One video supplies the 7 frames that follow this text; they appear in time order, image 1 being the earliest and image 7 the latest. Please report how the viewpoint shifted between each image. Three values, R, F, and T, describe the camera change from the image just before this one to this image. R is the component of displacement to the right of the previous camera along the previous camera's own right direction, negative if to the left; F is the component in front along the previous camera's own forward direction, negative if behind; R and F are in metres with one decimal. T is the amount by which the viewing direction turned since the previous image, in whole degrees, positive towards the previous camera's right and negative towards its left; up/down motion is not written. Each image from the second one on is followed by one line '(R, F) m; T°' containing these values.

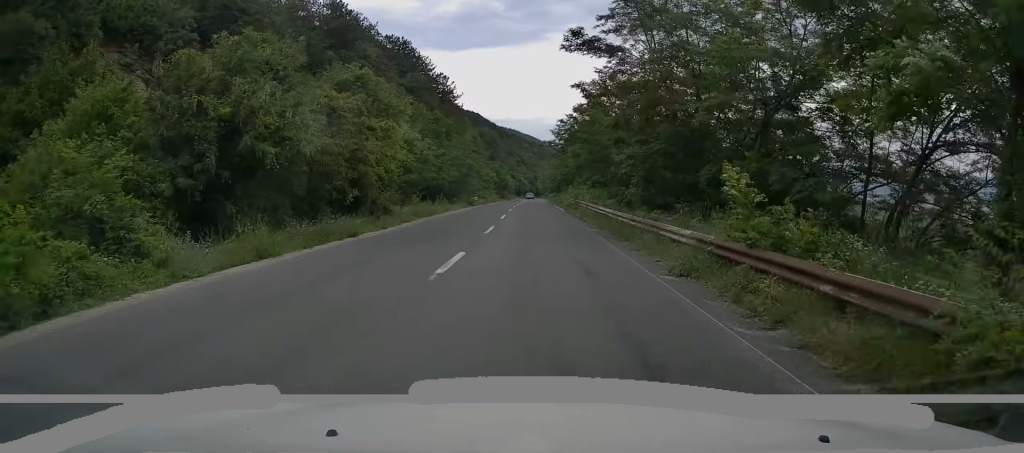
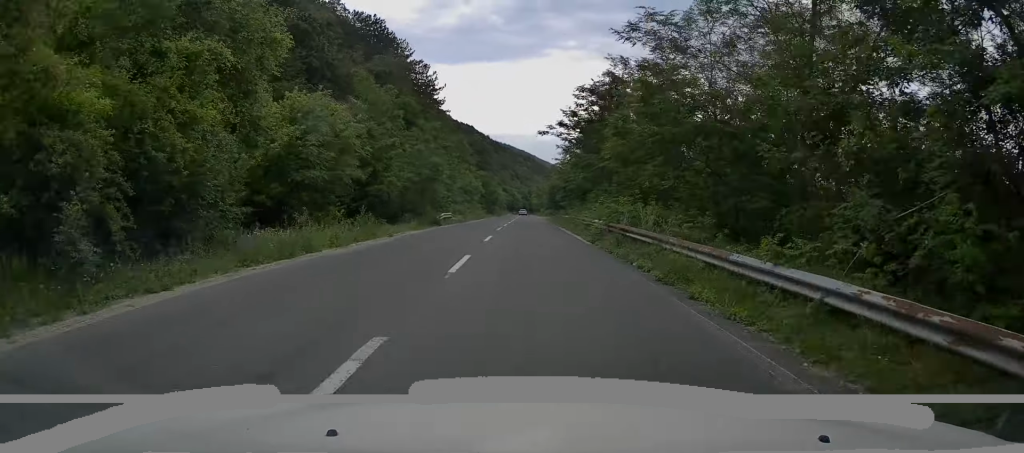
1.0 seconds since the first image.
(-0.3, +16.4) m; 0°
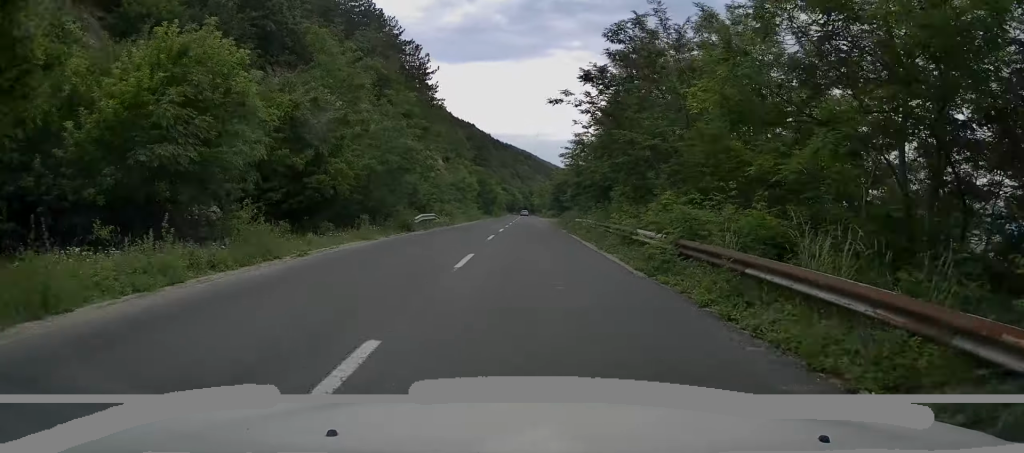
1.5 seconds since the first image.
(+0.2, +8.5) m; 0°
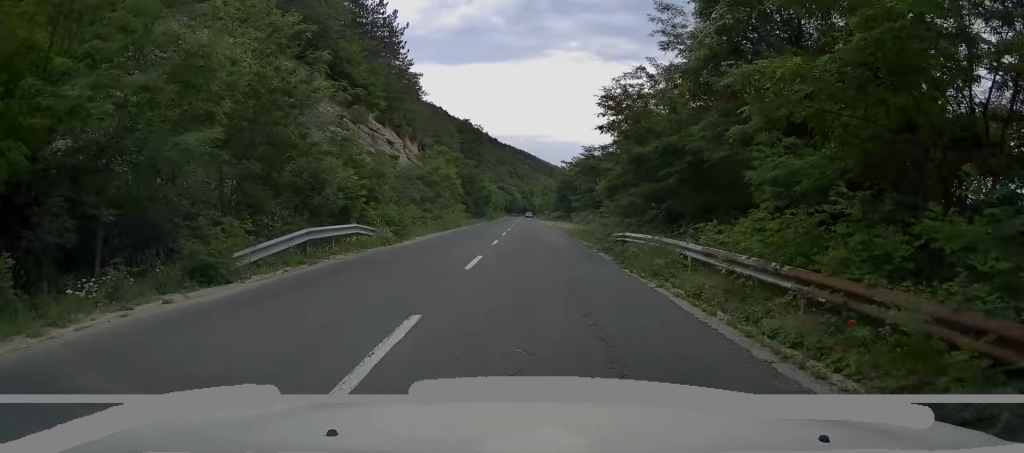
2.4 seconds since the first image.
(-0.2, +16.4) m; 0°
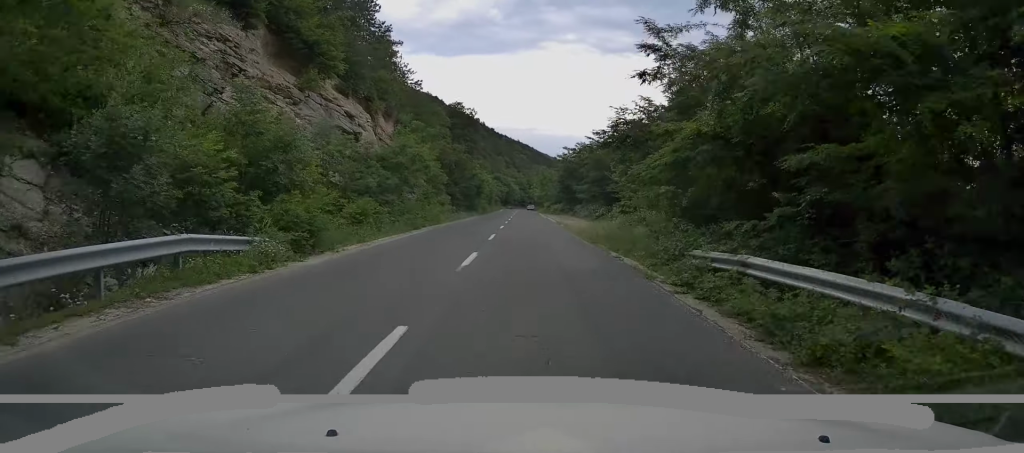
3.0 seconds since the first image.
(-0.1, +9.7) m; 0°
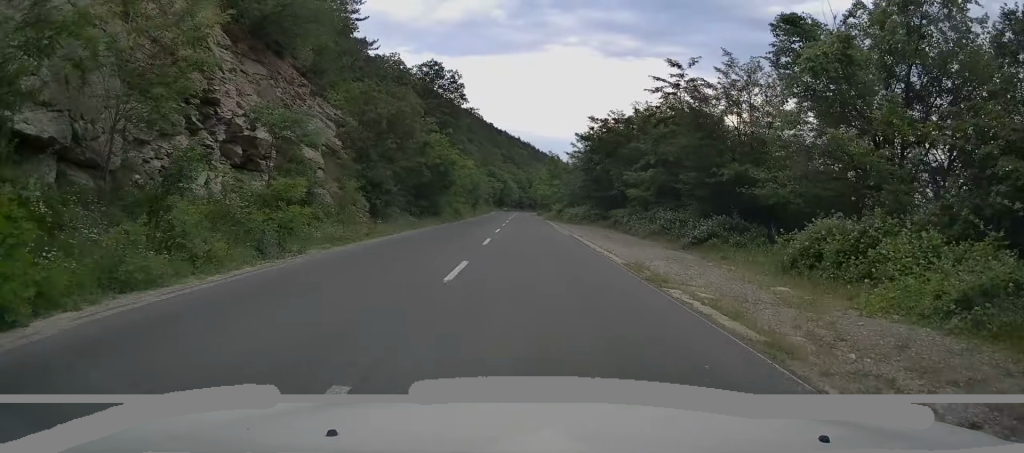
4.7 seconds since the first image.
(+0.5, +29.2) m; -1°
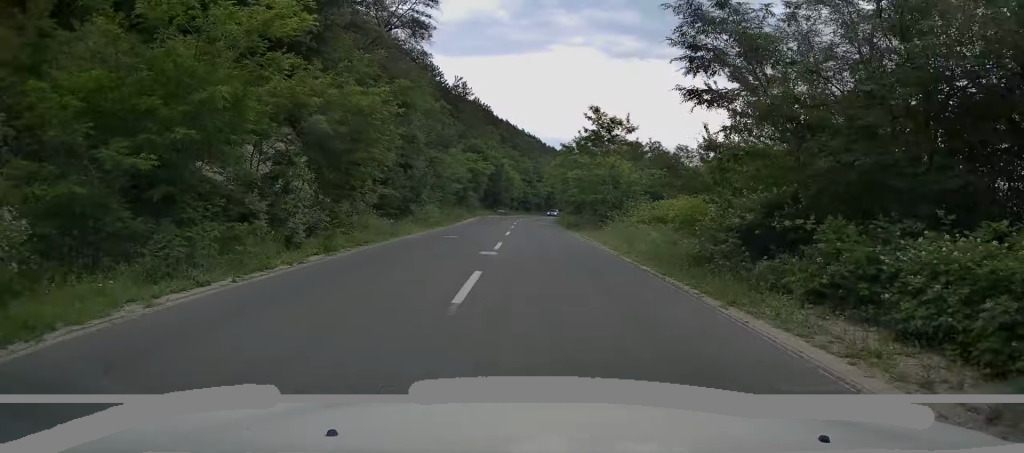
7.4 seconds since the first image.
(-0.1, +47.2) m; +1°
